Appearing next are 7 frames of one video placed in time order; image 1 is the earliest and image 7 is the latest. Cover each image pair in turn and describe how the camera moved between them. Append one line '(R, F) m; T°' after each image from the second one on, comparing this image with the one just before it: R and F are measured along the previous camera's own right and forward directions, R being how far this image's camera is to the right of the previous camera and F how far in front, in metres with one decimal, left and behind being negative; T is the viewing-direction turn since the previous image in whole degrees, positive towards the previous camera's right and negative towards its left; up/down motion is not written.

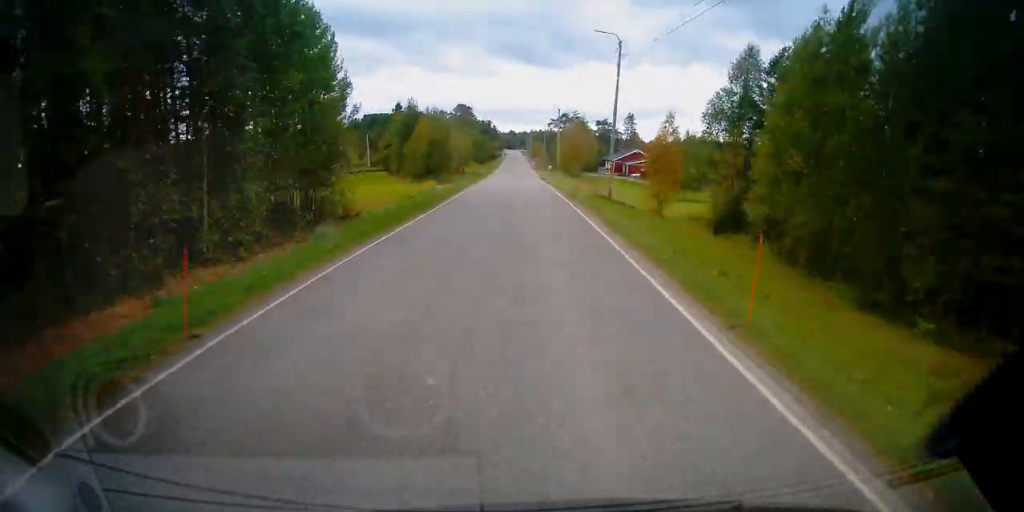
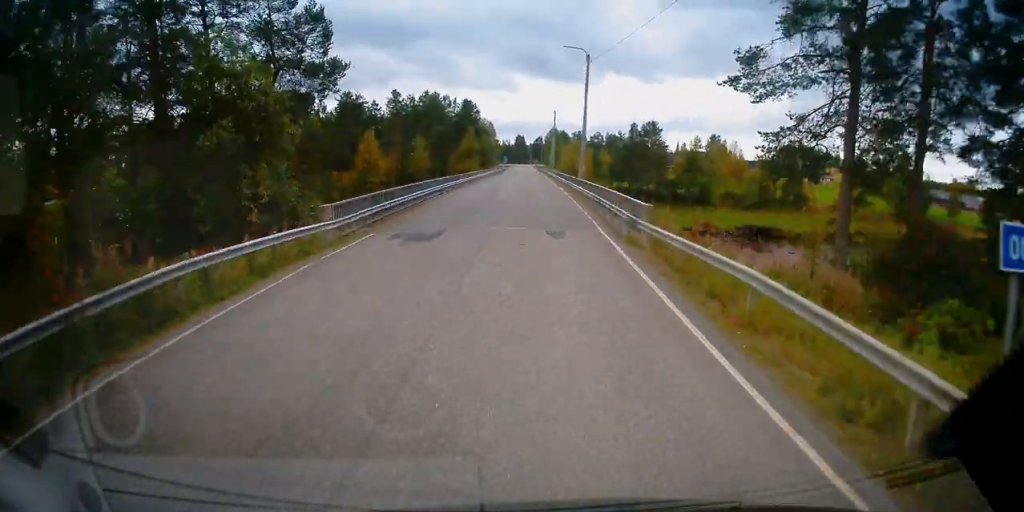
(-8.8, +138.8) m; -4°
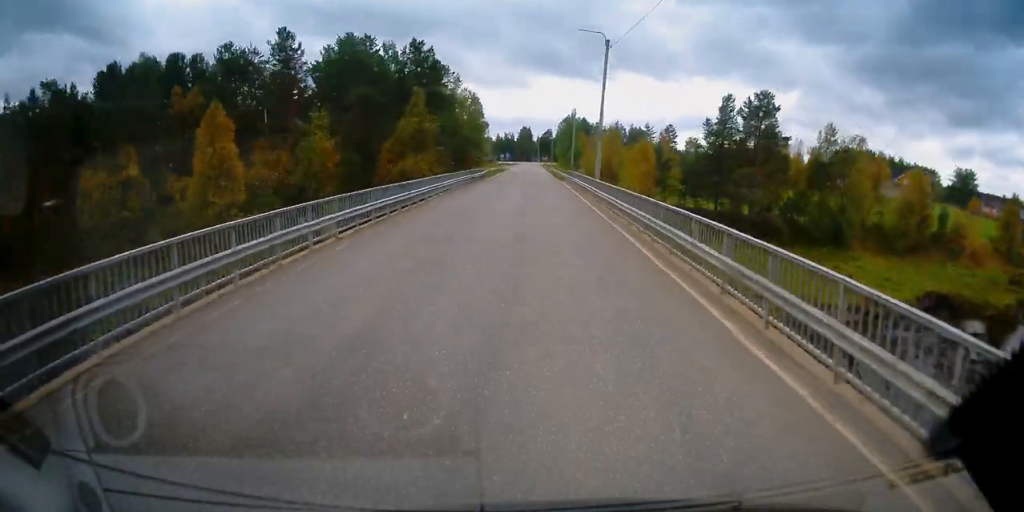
(+0.1, +53.4) m; 0°
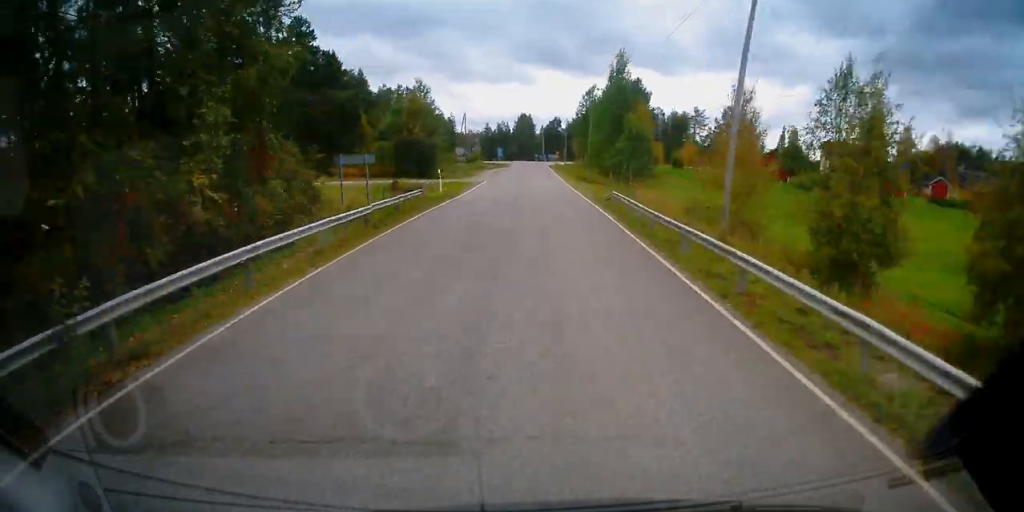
(-0.1, +66.6) m; 0°
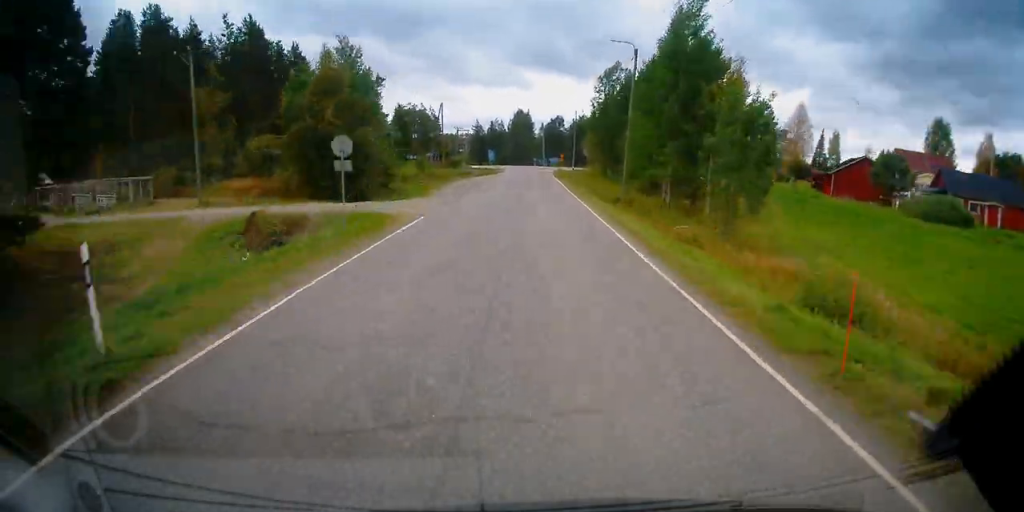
(+0.1, +22.5) m; 0°
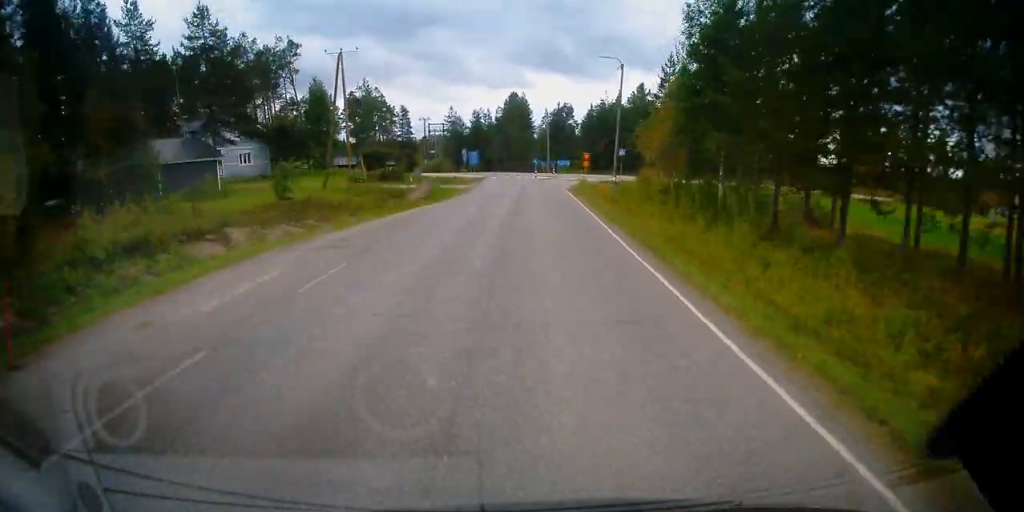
(+0.1, +33.9) m; +1°
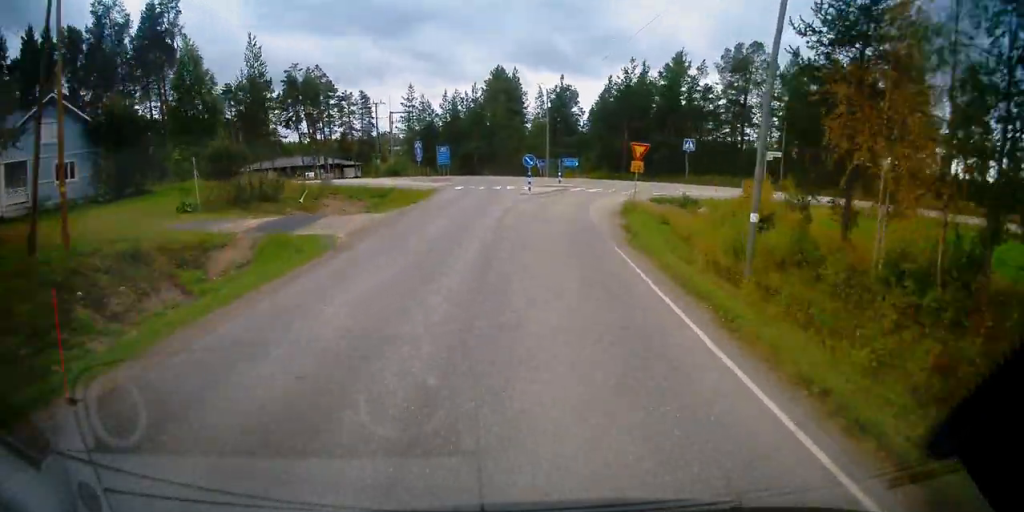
(-0.3, +22.0) m; +2°
